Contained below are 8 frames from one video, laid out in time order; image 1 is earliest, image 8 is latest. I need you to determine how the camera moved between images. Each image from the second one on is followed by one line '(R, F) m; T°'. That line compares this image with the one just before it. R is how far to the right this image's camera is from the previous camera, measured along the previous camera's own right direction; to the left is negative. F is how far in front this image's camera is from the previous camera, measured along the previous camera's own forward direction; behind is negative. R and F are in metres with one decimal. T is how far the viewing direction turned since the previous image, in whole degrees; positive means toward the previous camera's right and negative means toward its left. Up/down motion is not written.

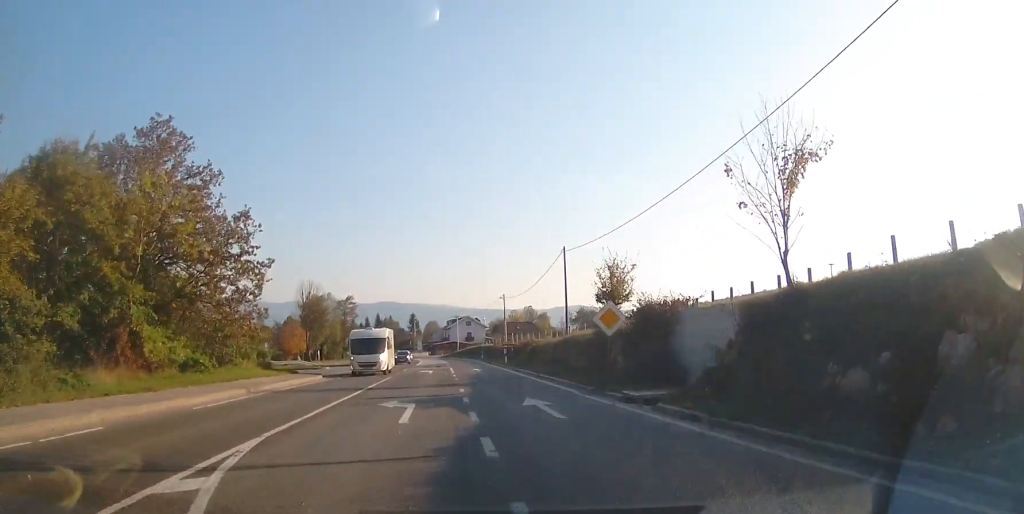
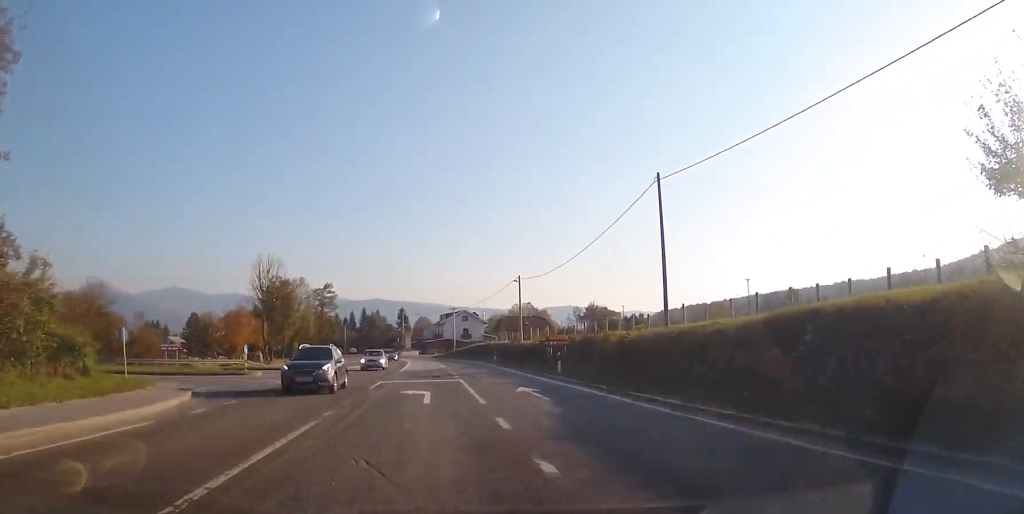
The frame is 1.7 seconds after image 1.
(-0.3, +21.5) m; 0°
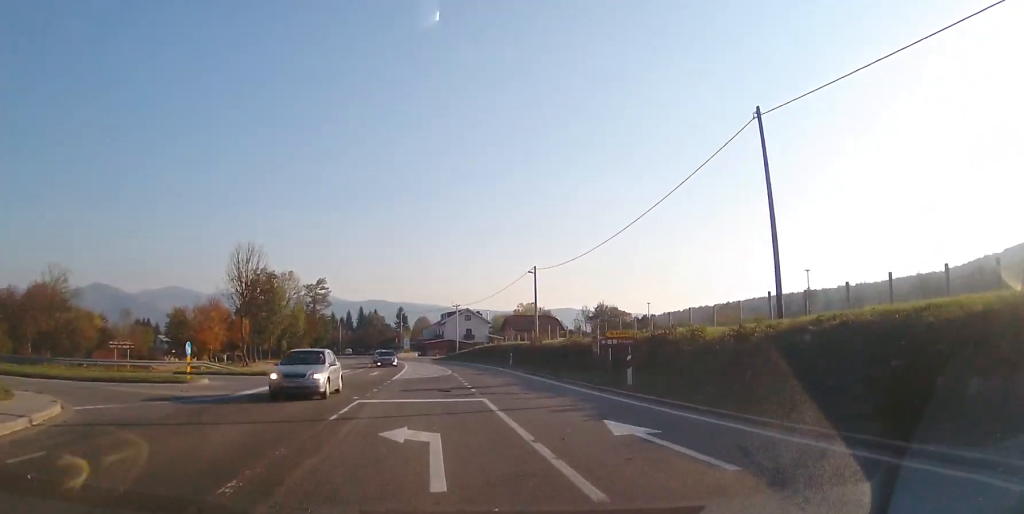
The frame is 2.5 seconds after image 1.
(+0.1, +9.3) m; +2°
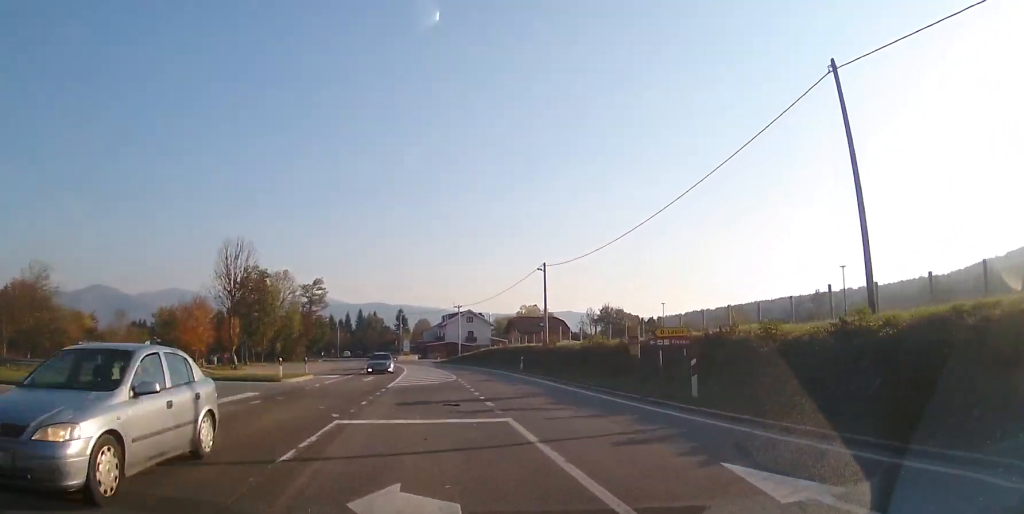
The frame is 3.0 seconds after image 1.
(+0.1, +4.4) m; +1°
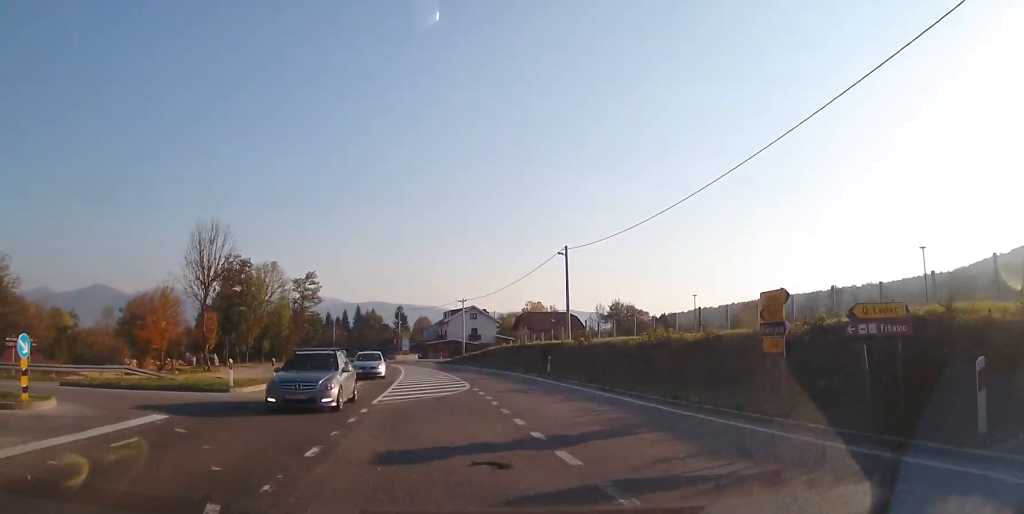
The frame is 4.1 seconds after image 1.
(+0.1, +8.3) m; -1°
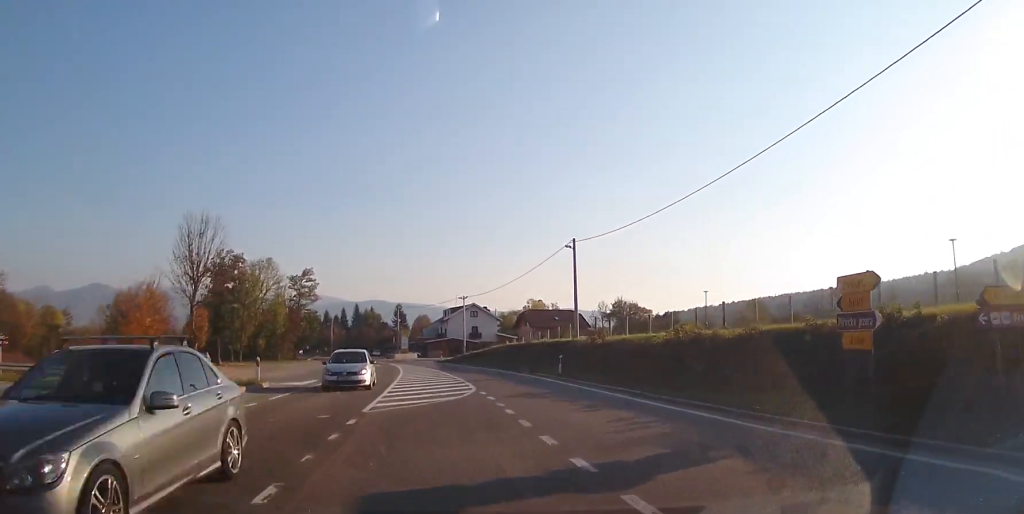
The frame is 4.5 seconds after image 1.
(-0.1, +2.8) m; -1°
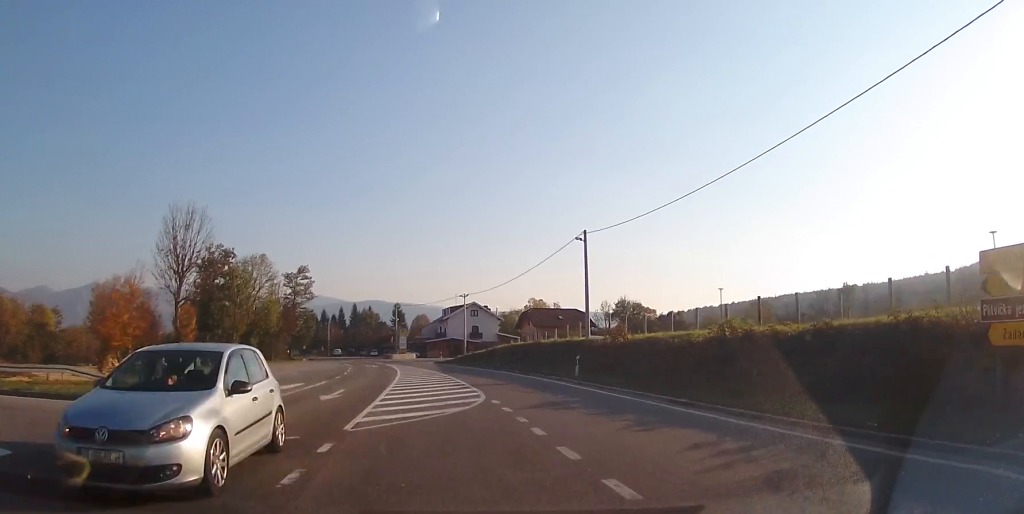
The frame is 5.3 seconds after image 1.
(0.0, +3.3) m; -3°
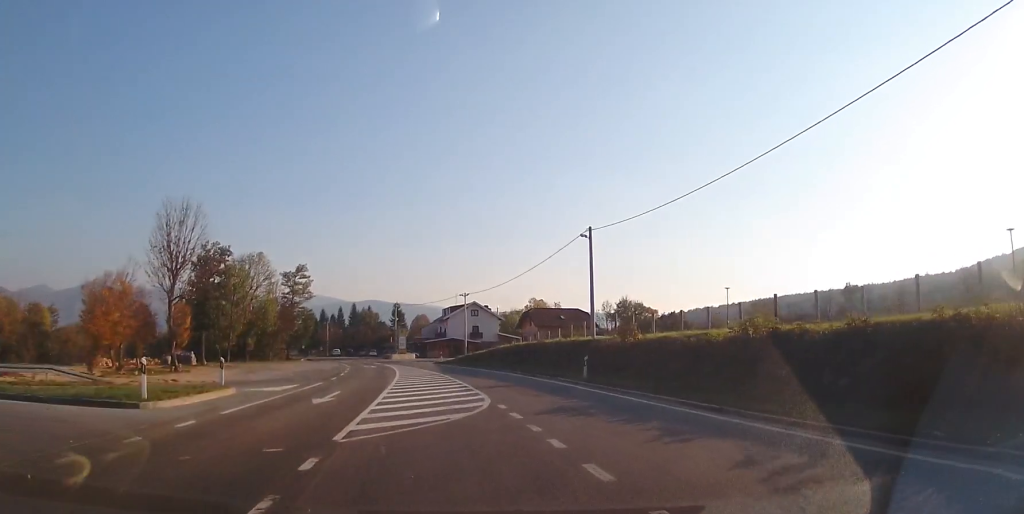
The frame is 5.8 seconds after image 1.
(0.0, +1.5) m; -2°
